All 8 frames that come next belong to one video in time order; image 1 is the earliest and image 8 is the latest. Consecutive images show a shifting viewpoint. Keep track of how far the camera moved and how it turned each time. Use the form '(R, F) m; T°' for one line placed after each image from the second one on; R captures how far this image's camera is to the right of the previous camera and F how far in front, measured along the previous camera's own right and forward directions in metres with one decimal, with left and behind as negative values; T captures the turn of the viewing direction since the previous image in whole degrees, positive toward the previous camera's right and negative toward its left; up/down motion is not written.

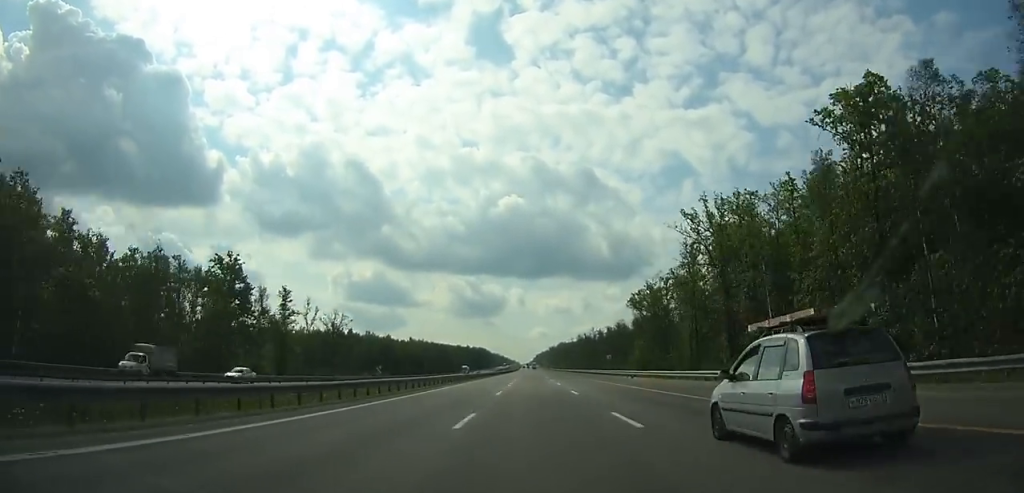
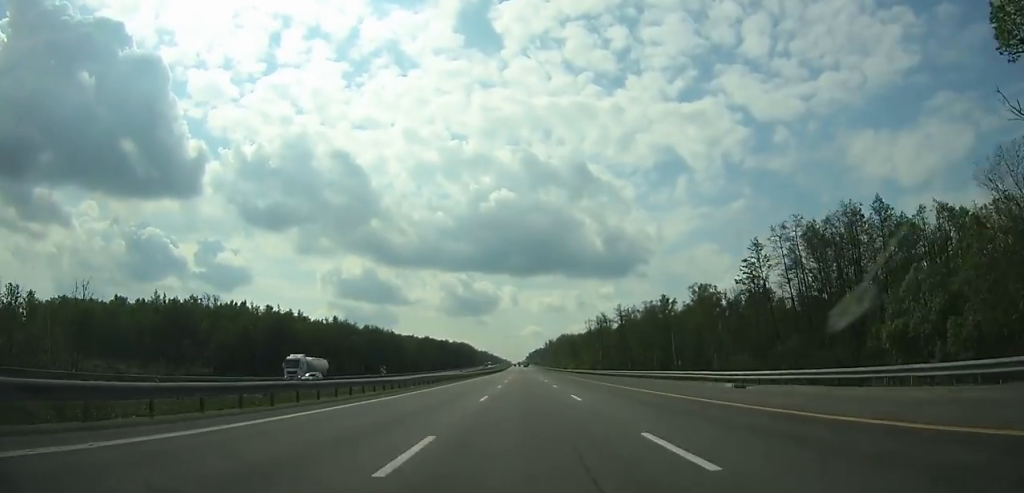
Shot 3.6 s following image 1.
(+0.6, +117.3) m; 0°
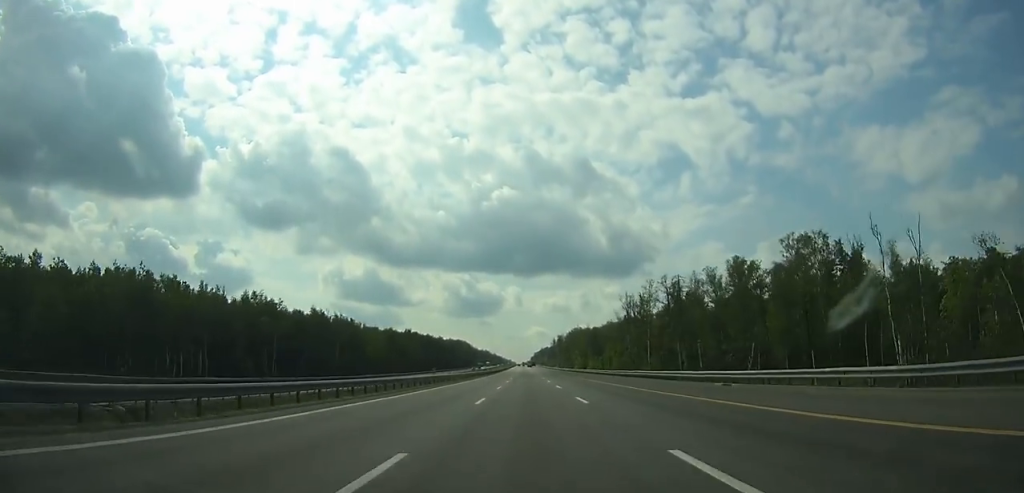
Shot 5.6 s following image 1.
(-0.2, +65.2) m; 0°
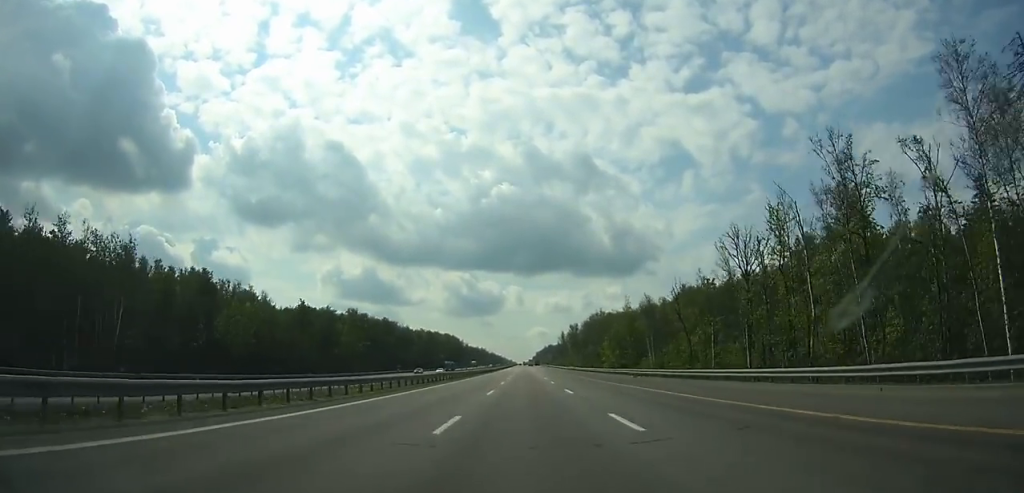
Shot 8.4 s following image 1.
(-0.2, +90.9) m; 0°
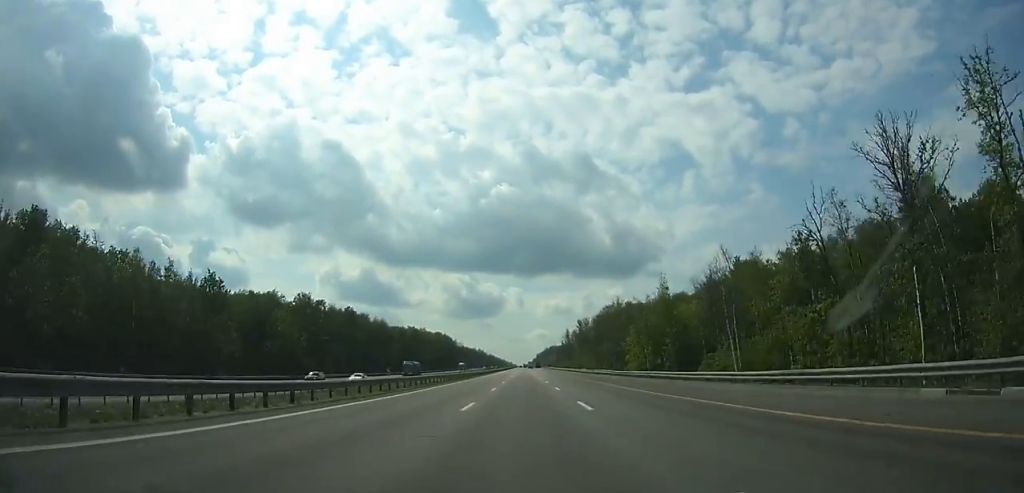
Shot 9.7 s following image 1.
(0.0, +42.1) m; 0°
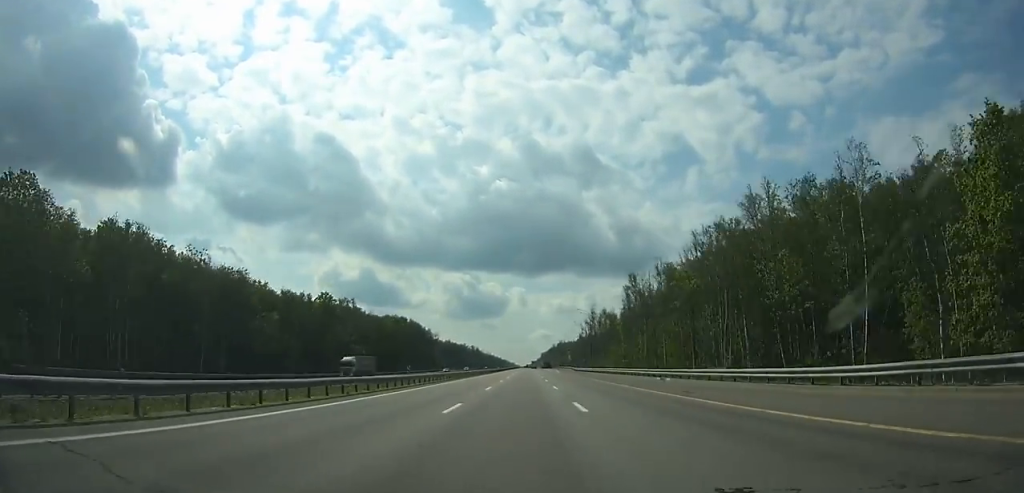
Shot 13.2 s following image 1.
(0.0, +112.2) m; 0°
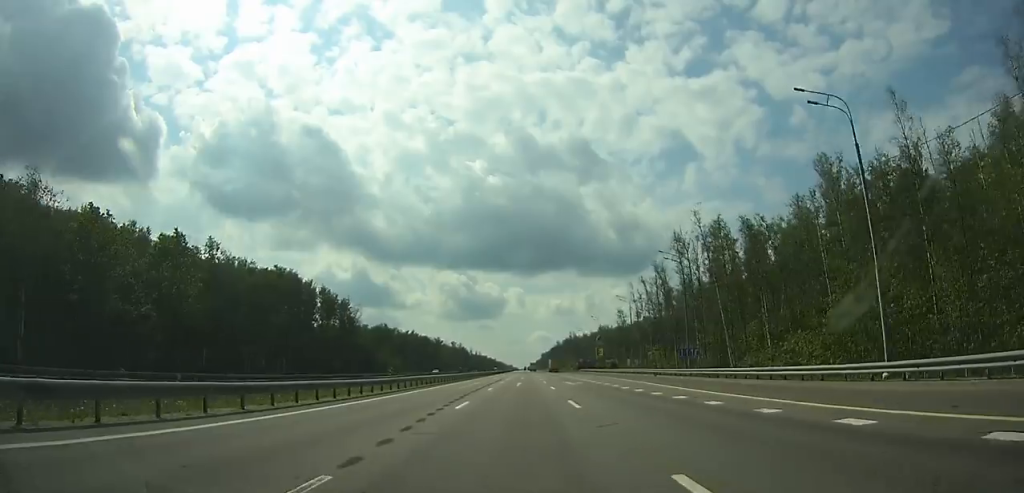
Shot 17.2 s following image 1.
(-0.3, +126.1) m; 0°
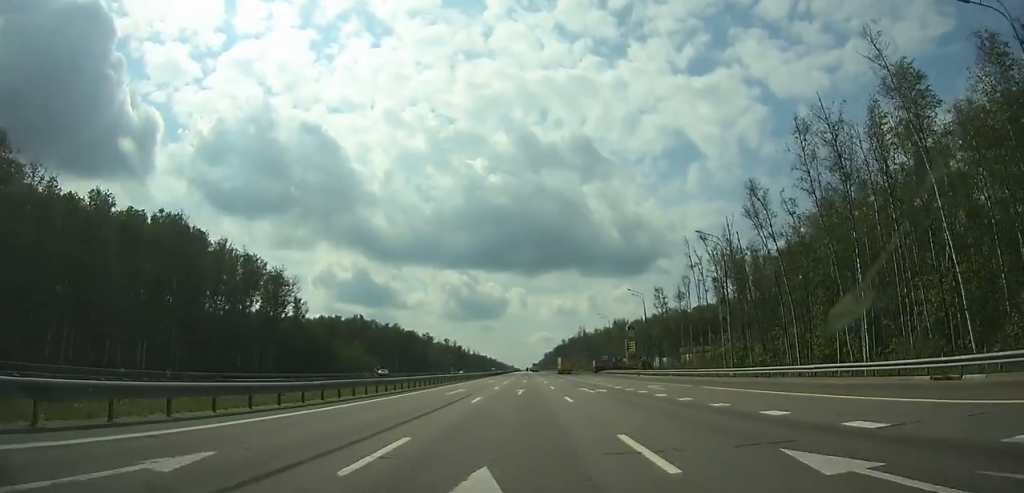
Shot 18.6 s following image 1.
(0.0, +43.8) m; 0°
